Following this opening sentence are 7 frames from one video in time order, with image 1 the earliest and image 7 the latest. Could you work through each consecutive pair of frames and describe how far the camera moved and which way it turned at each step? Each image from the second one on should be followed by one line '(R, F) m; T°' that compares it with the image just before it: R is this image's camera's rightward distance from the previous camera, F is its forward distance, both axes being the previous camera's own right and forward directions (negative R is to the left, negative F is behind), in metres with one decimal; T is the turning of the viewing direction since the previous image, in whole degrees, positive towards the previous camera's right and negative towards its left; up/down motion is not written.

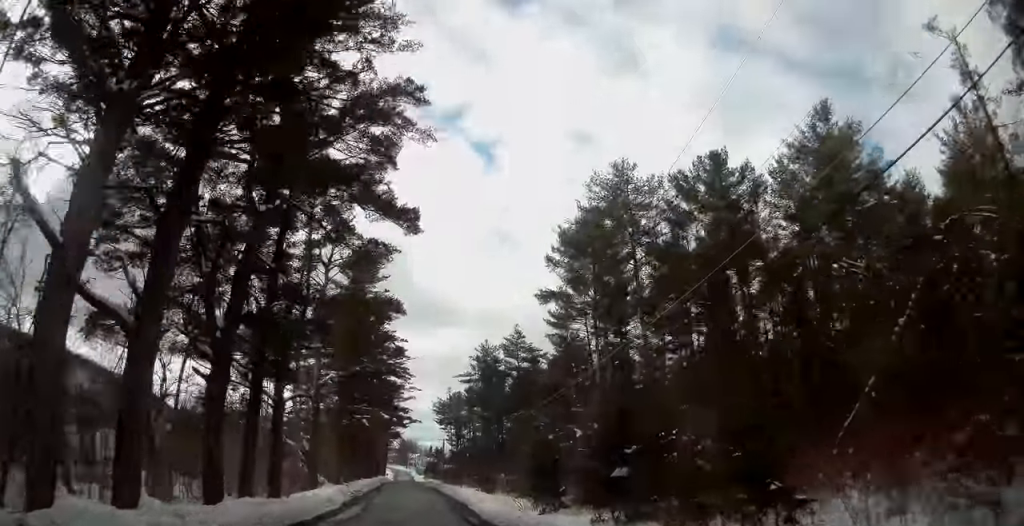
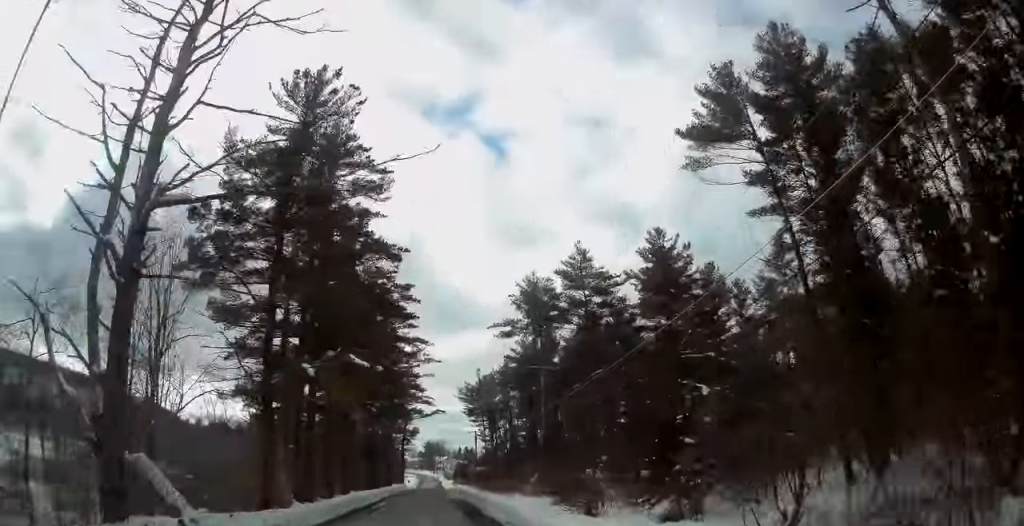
(-1.2, +29.9) m; -4°
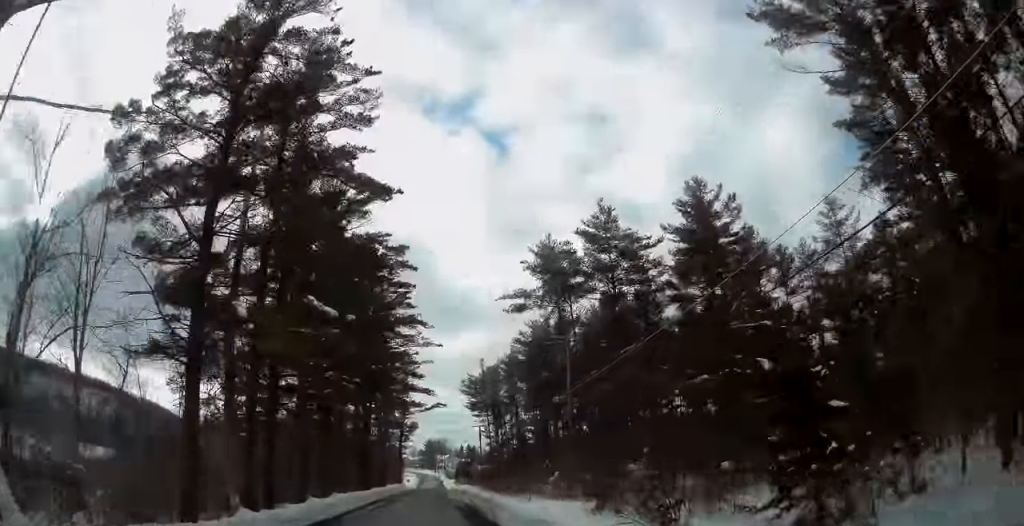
(-0.1, +8.8) m; -1°
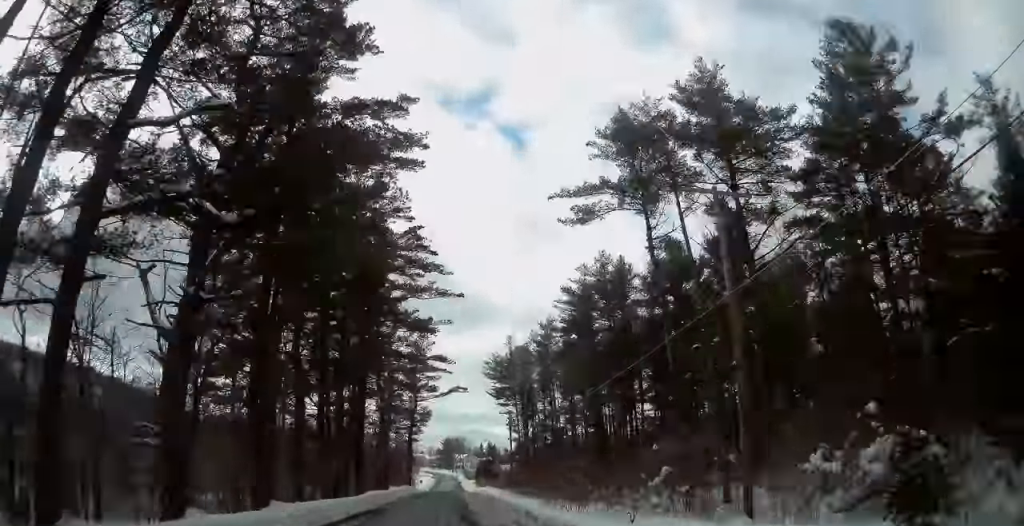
(-0.5, +18.7) m; -2°
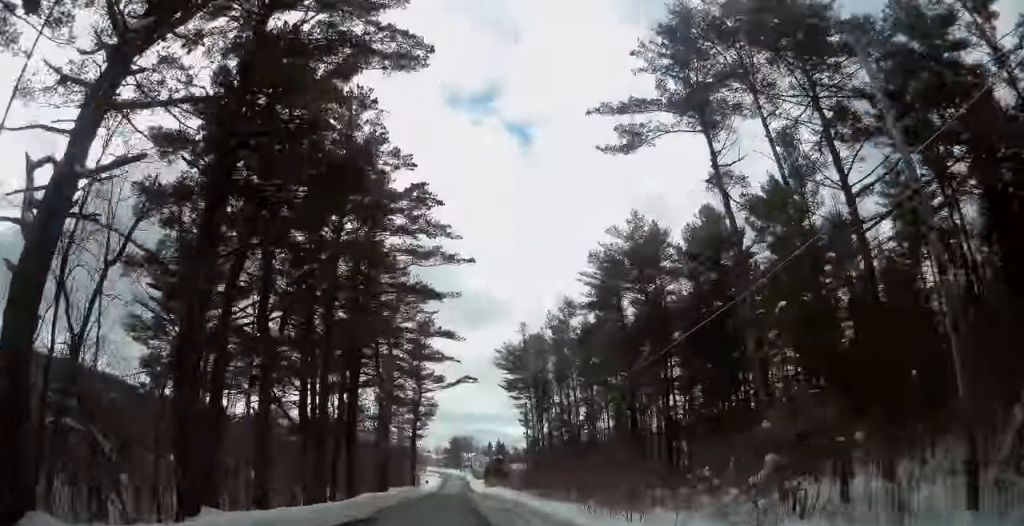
(-0.1, +7.9) m; 0°
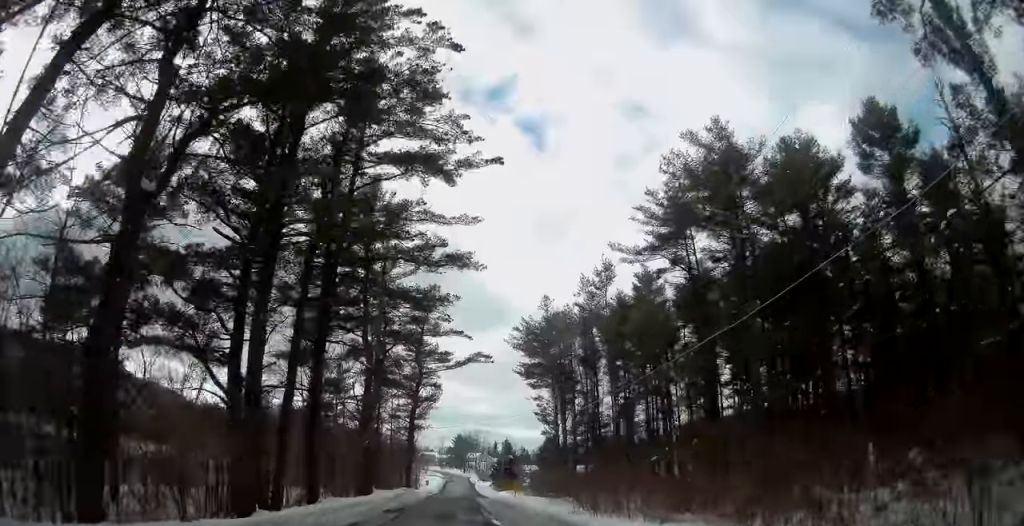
(-0.1, +13.9) m; 0°
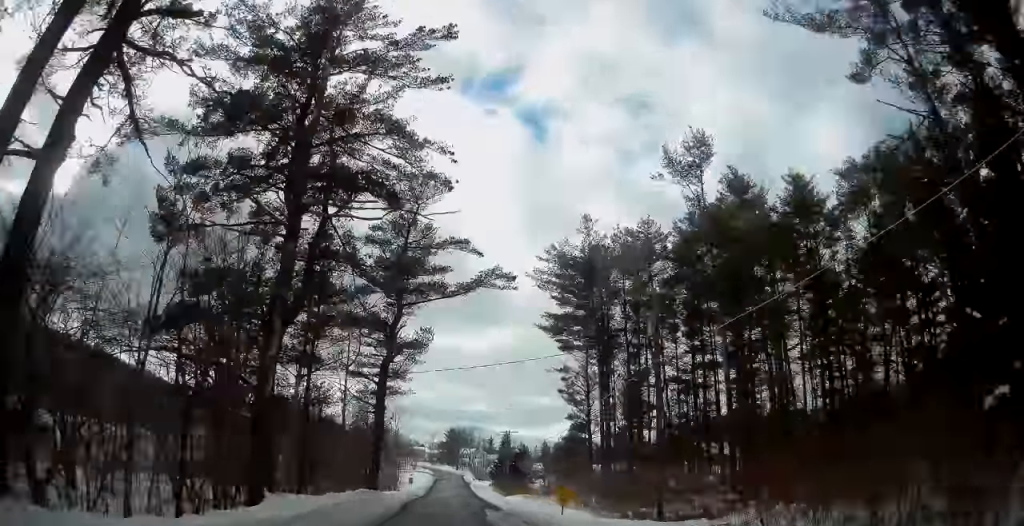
(+0.1, +23.4) m; 0°
